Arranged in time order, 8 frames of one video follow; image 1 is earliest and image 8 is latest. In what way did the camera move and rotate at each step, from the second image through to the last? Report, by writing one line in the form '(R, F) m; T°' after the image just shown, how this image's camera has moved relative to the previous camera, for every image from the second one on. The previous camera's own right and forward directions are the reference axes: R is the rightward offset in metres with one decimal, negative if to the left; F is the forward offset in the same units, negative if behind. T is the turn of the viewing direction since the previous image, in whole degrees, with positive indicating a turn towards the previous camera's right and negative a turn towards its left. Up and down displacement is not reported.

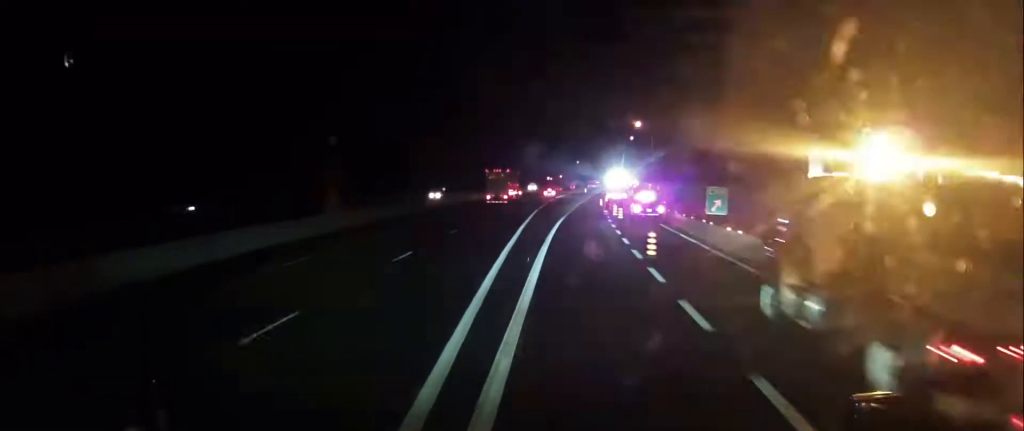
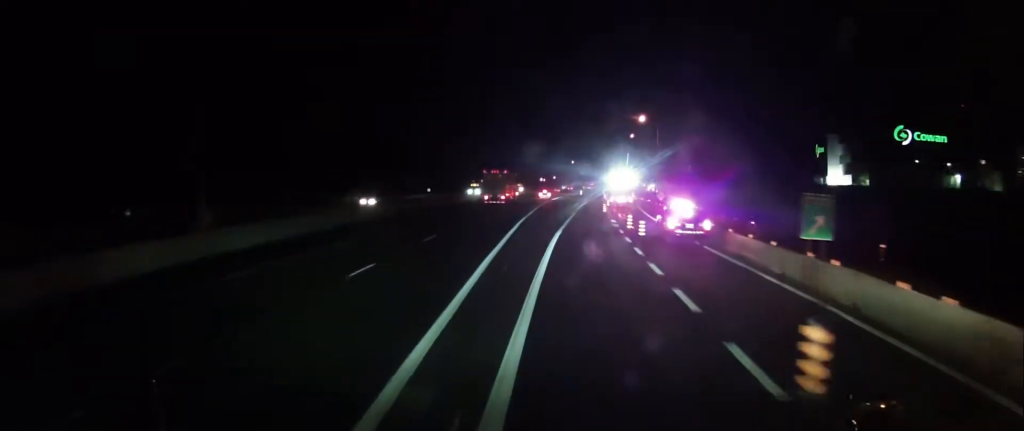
(-0.2, +15.8) m; 0°
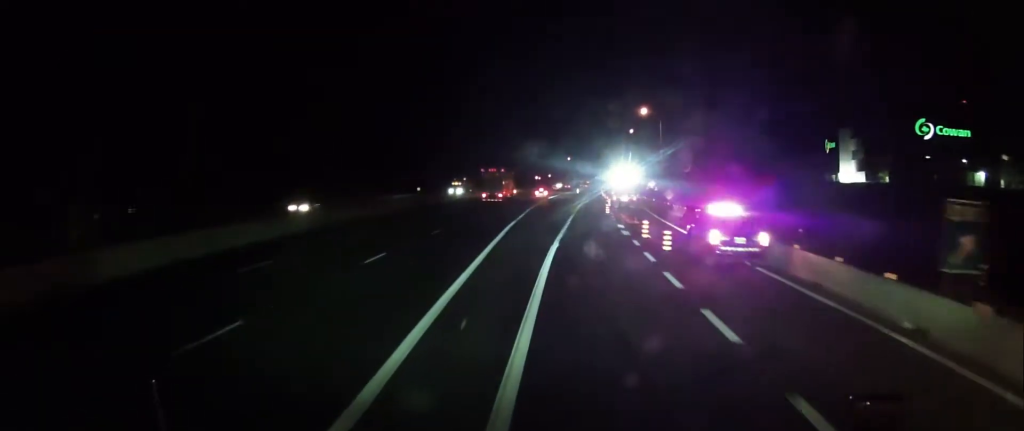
(0.0, +9.1) m; 0°
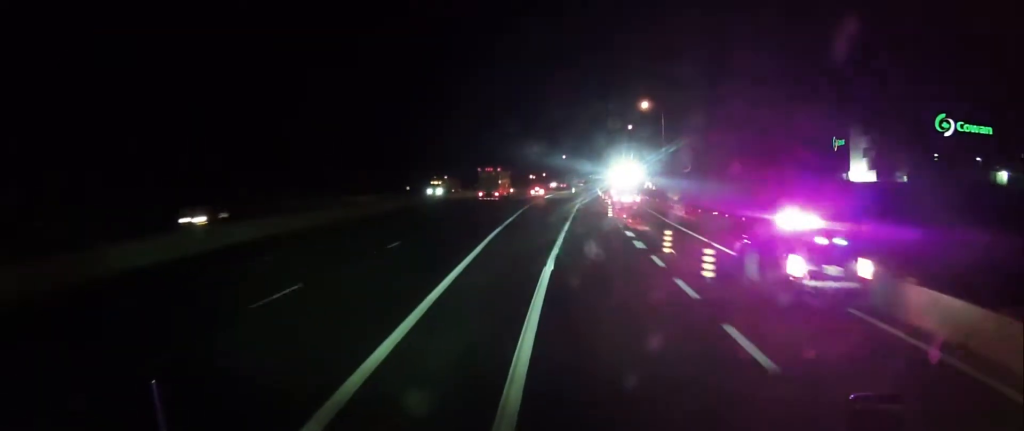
(+0.1, +7.9) m; 0°
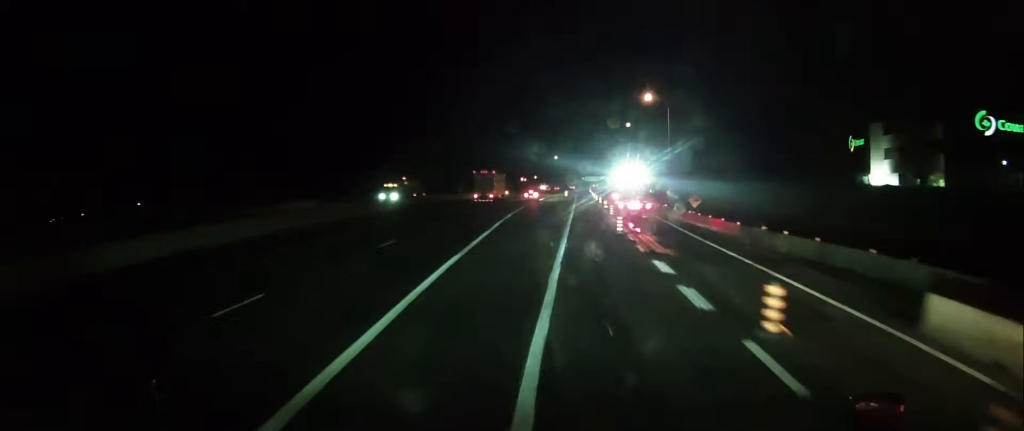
(+0.1, +13.1) m; +1°
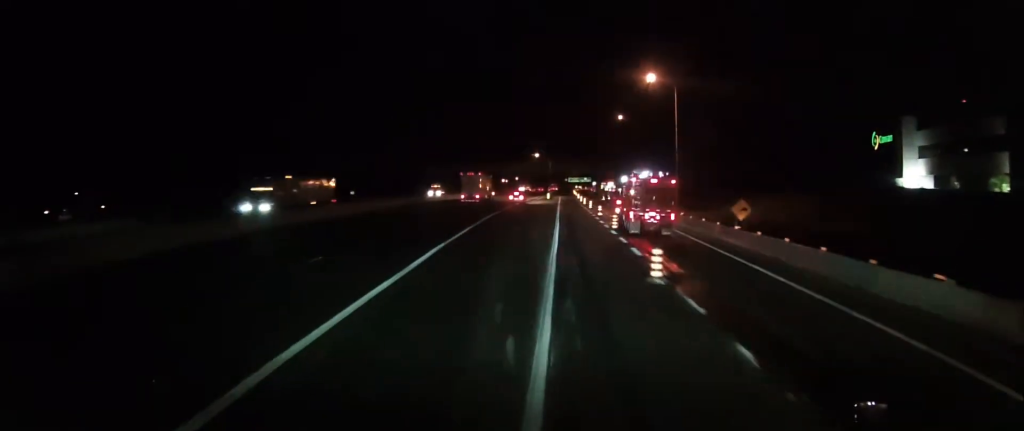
(+0.3, +18.6) m; +1°
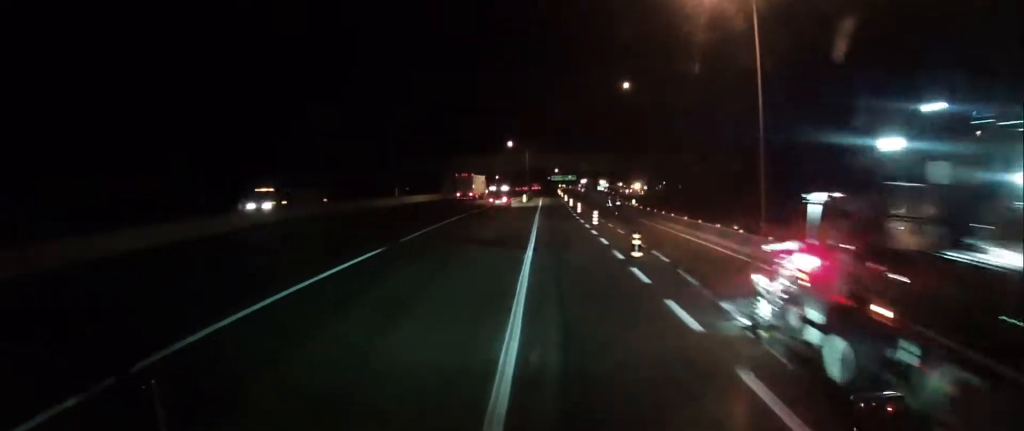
(+0.6, +37.6) m; +1°
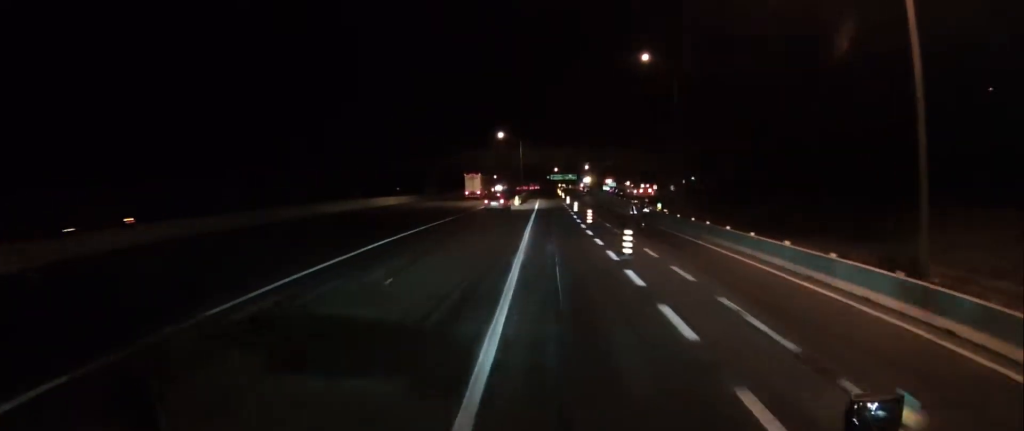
(-0.2, +19.0) m; -1°
